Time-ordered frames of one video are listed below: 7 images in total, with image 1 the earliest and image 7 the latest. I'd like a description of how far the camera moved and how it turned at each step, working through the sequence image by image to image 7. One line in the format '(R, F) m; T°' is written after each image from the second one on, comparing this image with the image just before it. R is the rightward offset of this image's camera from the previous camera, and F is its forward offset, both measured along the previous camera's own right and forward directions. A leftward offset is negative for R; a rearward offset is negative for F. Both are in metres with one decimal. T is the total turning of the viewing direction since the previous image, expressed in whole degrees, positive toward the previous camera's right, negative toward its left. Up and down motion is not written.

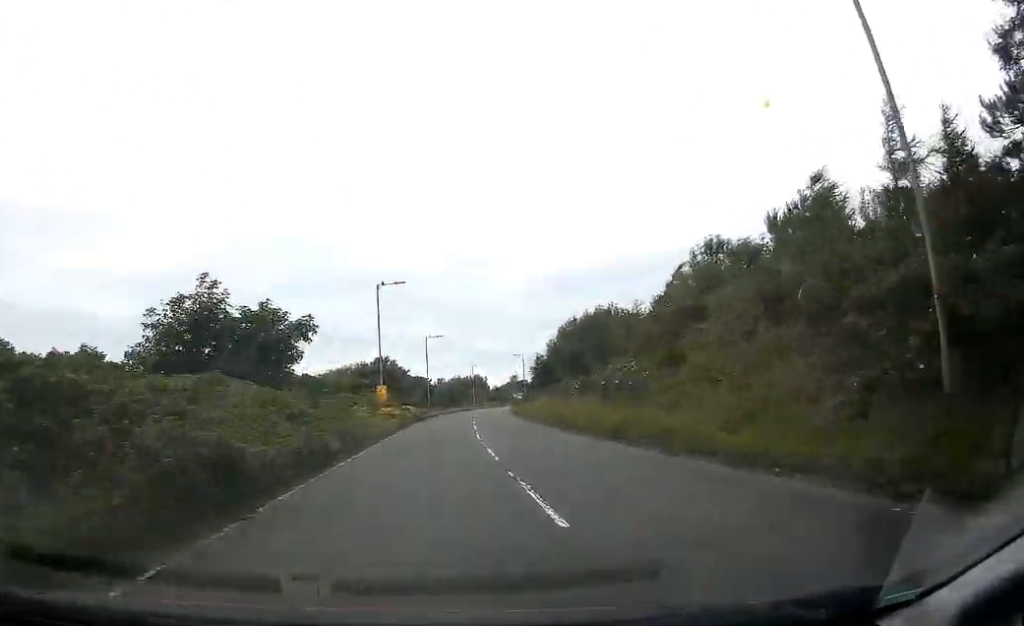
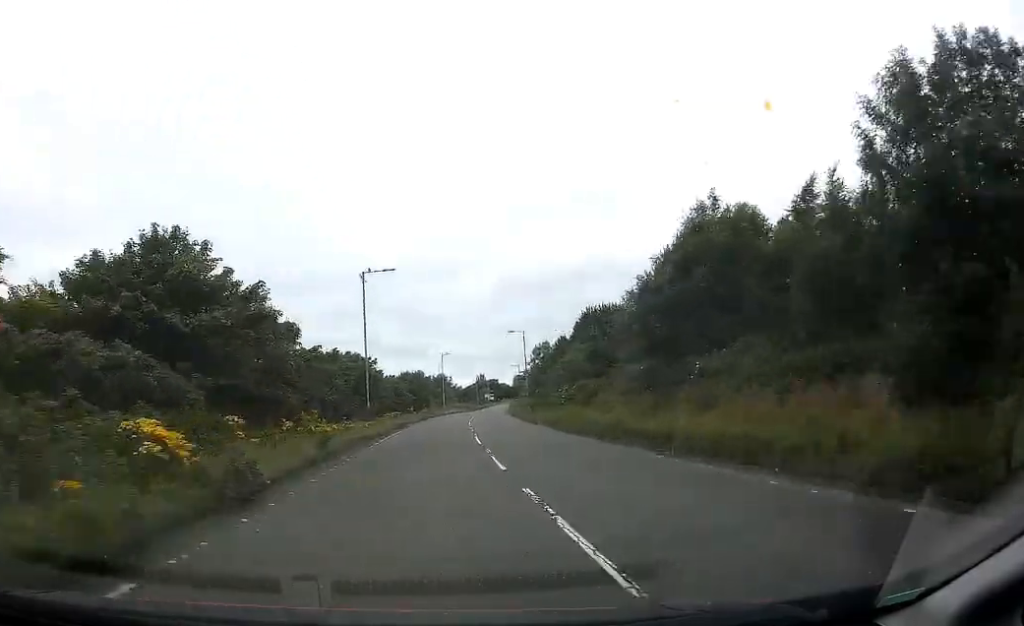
(+1.0, +38.3) m; +3°
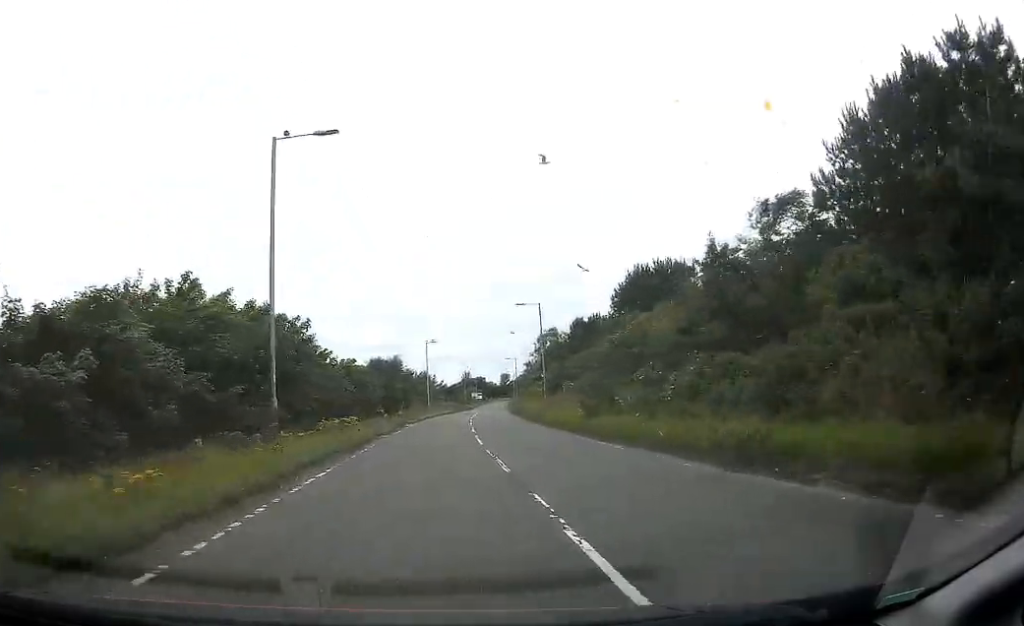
(+0.4, +19.9) m; +2°
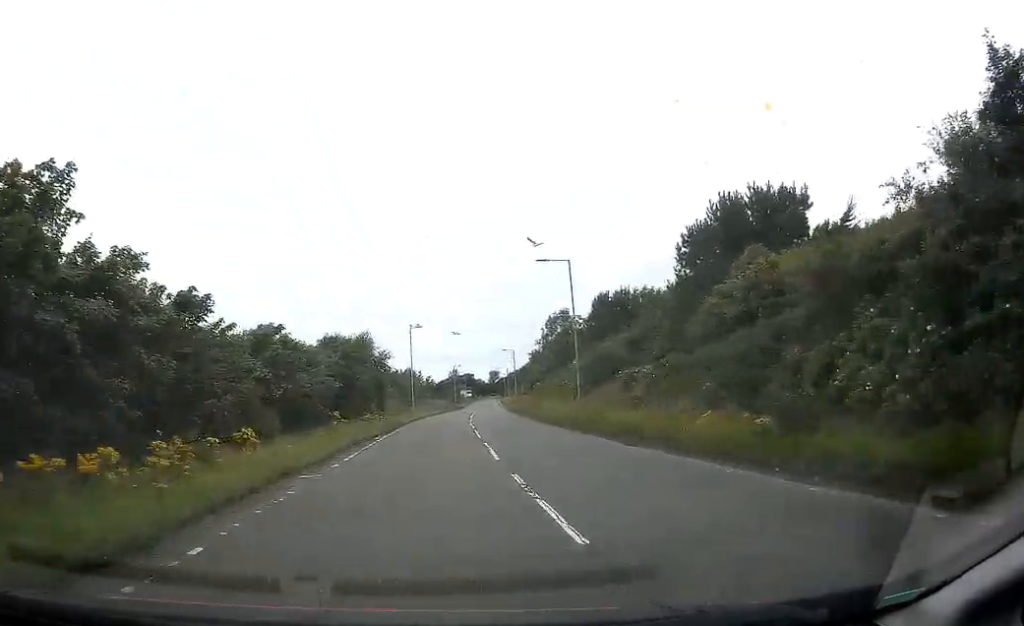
(+0.3, +15.9) m; +2°
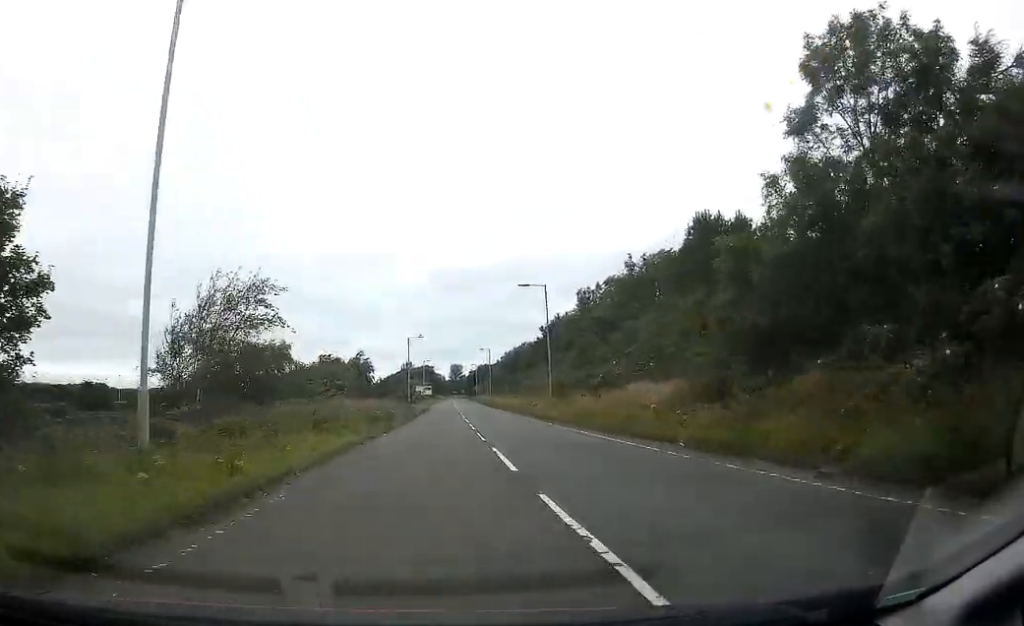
(+2.4, +58.8) m; +4°
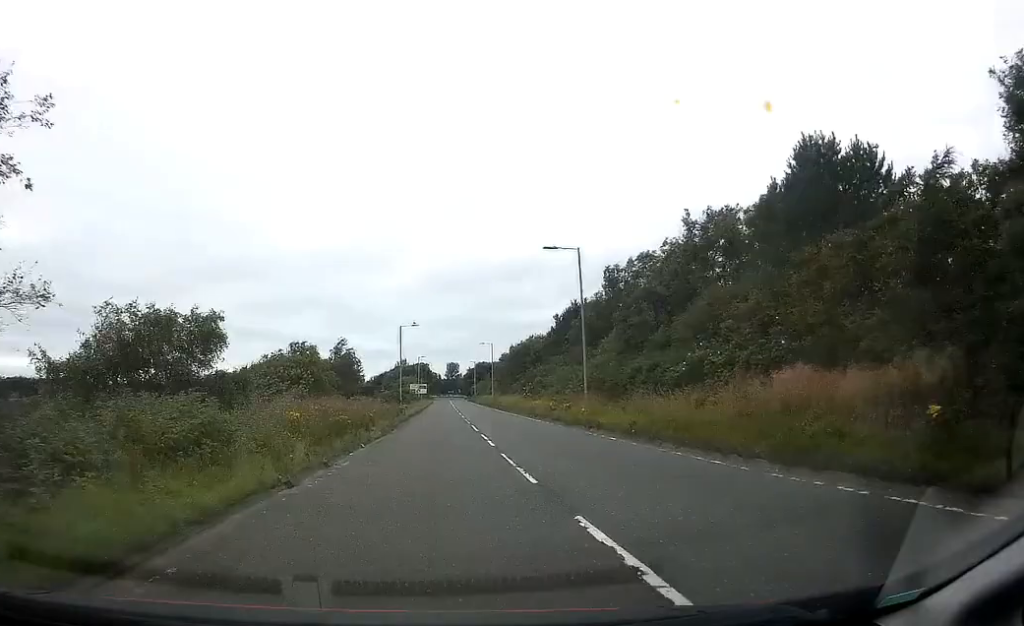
(0.0, +11.4) m; 0°
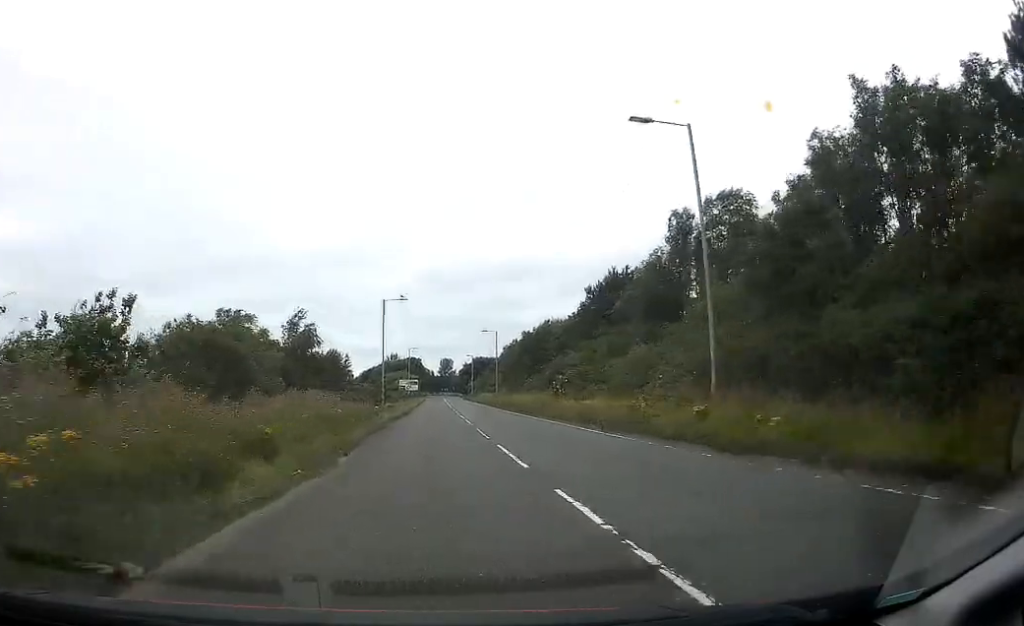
(+0.1, +15.6) m; 0°
